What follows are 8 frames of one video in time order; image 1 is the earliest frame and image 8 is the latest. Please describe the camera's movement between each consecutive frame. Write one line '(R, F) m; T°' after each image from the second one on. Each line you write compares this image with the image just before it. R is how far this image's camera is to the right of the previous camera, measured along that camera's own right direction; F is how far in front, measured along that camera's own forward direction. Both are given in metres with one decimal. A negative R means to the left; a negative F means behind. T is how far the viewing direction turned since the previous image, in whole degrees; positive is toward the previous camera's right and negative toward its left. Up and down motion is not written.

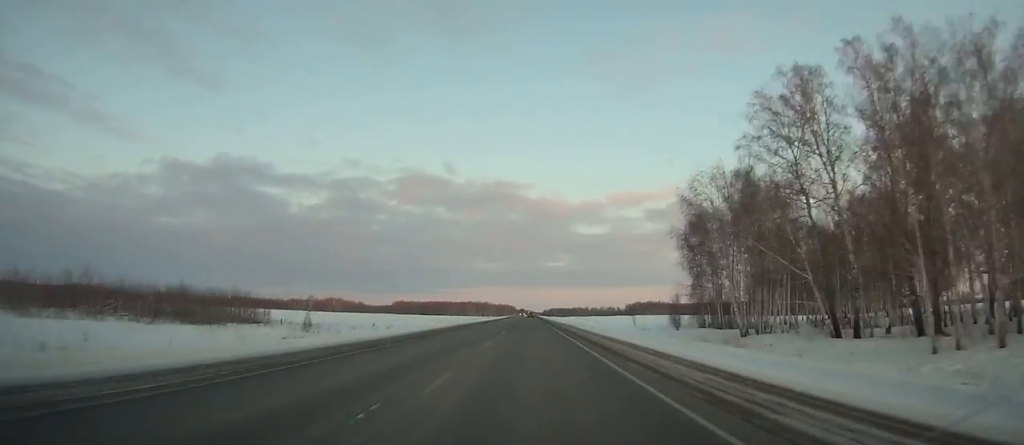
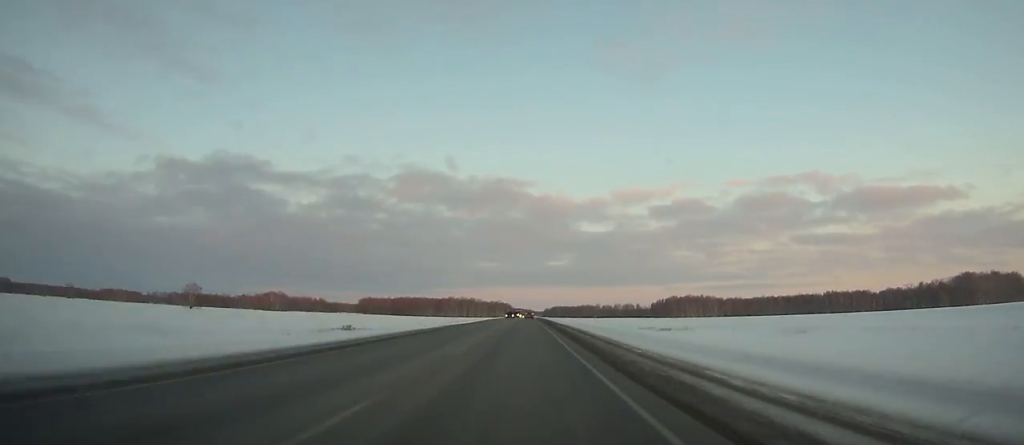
(-0.2, +205.7) m; 0°
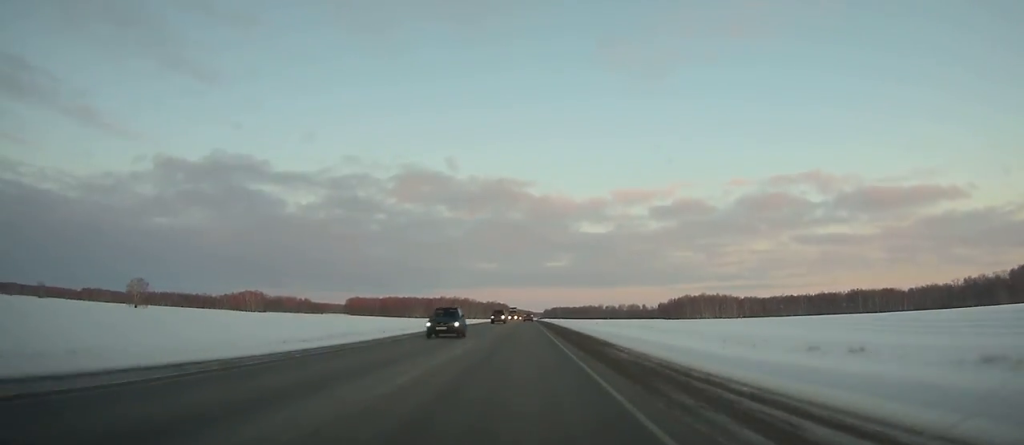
(-0.1, +54.7) m; 0°
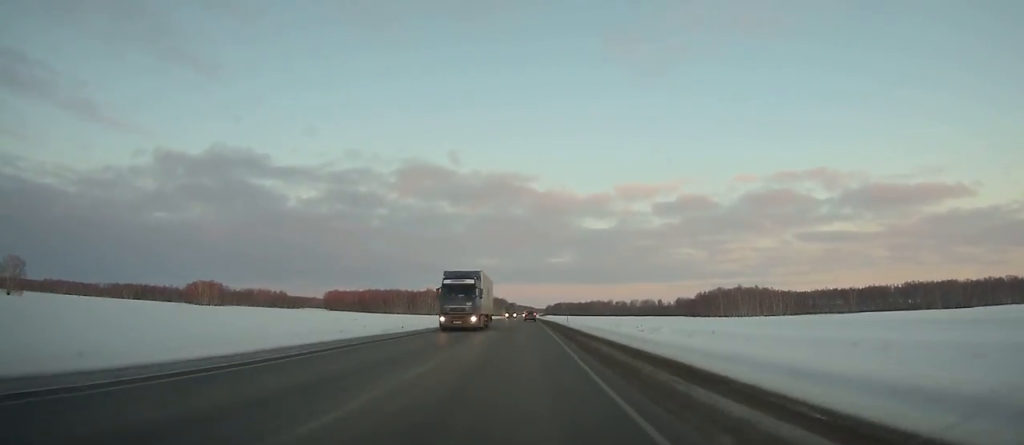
(0.0, +91.2) m; 0°
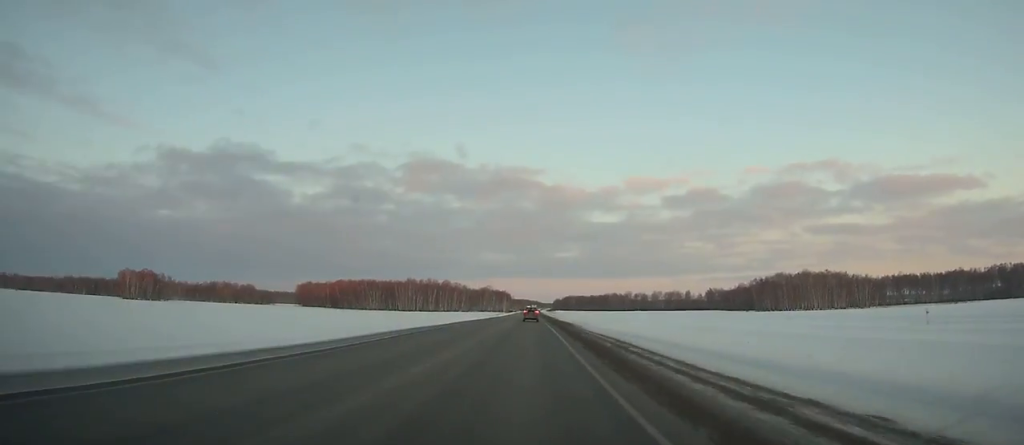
(+0.2, +104.4) m; 0°
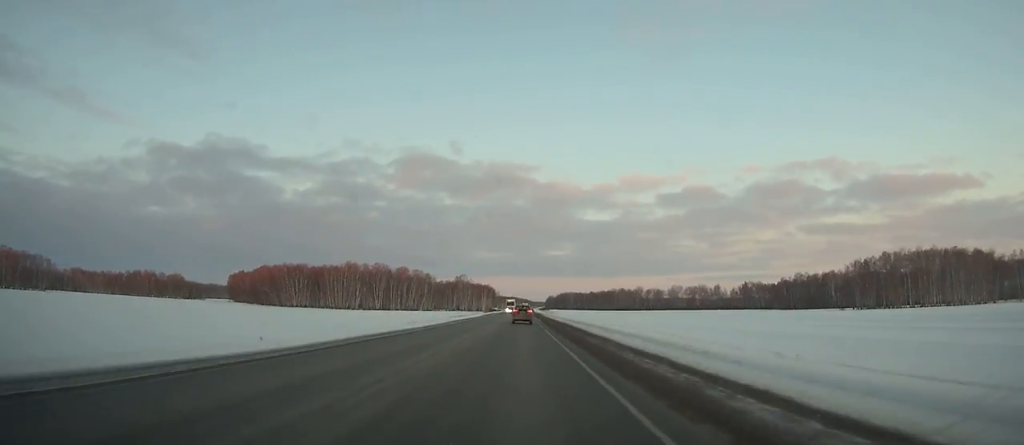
(+0.2, +128.7) m; 0°
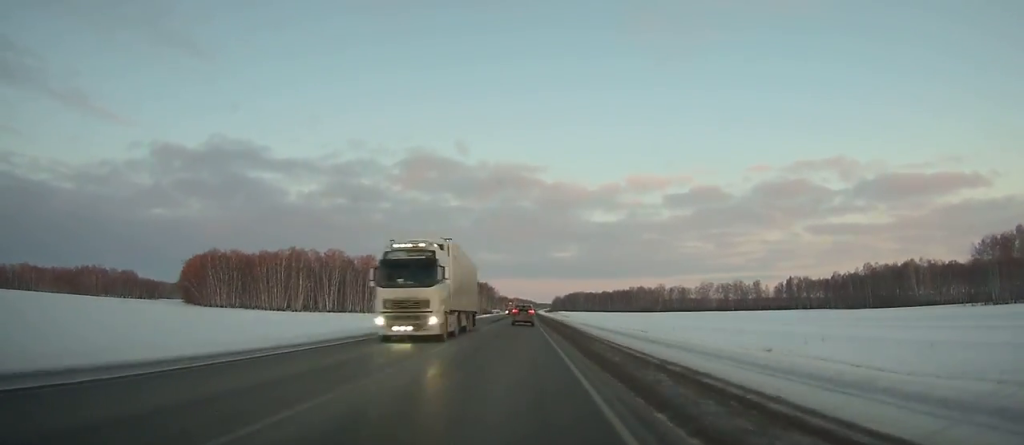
(0.0, +79.9) m; 0°
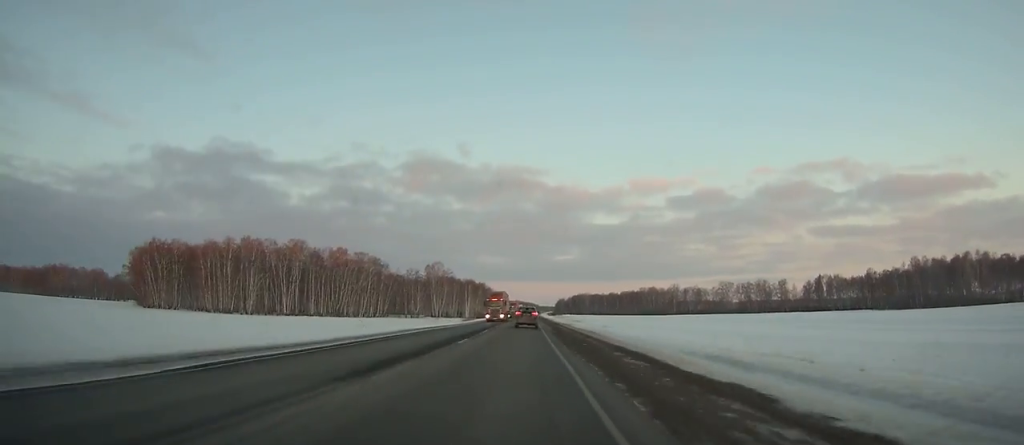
(0.0, +41.5) m; 0°
